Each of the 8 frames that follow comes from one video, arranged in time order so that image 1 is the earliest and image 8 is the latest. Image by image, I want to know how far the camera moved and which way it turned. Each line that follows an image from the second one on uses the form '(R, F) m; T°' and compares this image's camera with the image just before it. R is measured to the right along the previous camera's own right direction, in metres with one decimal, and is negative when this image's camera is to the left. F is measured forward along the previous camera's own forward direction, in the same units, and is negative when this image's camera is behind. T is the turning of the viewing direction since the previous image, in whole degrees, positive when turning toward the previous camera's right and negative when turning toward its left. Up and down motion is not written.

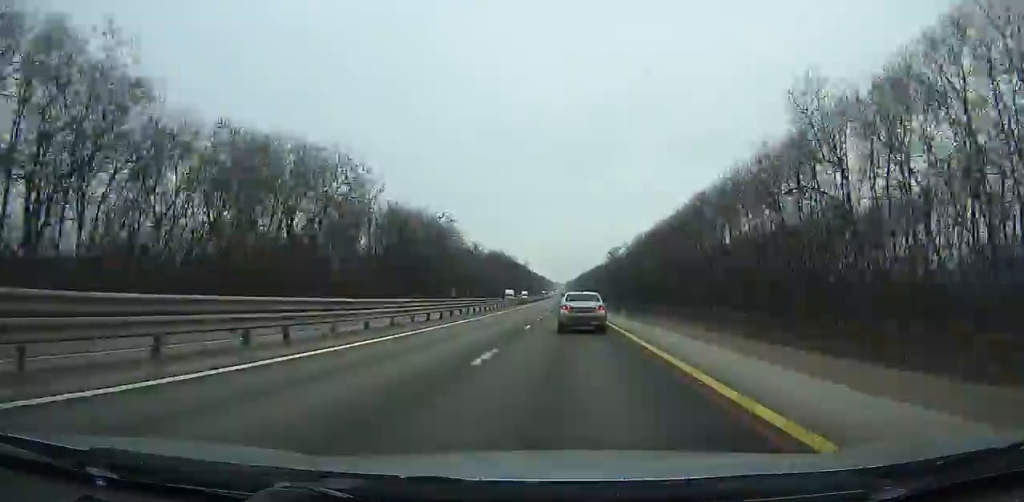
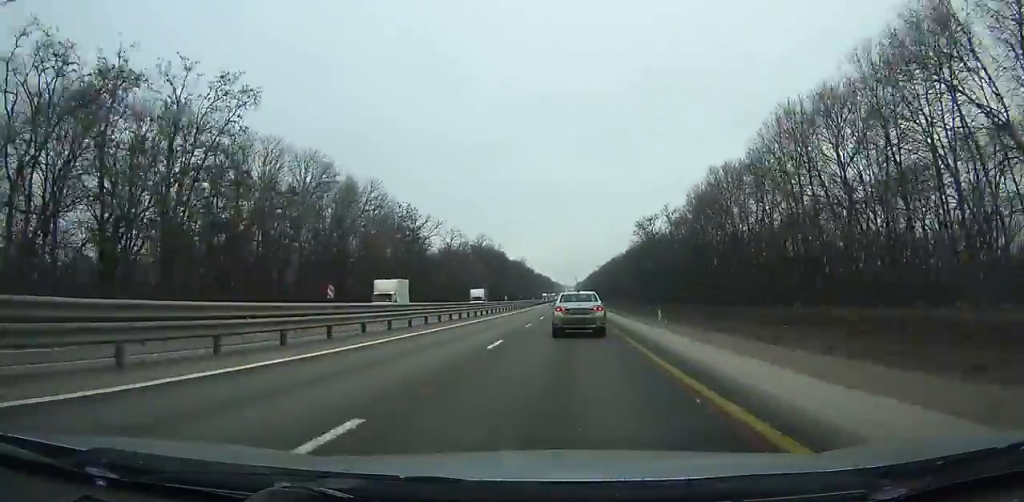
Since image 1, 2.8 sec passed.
(-0.4, +68.2) m; 0°
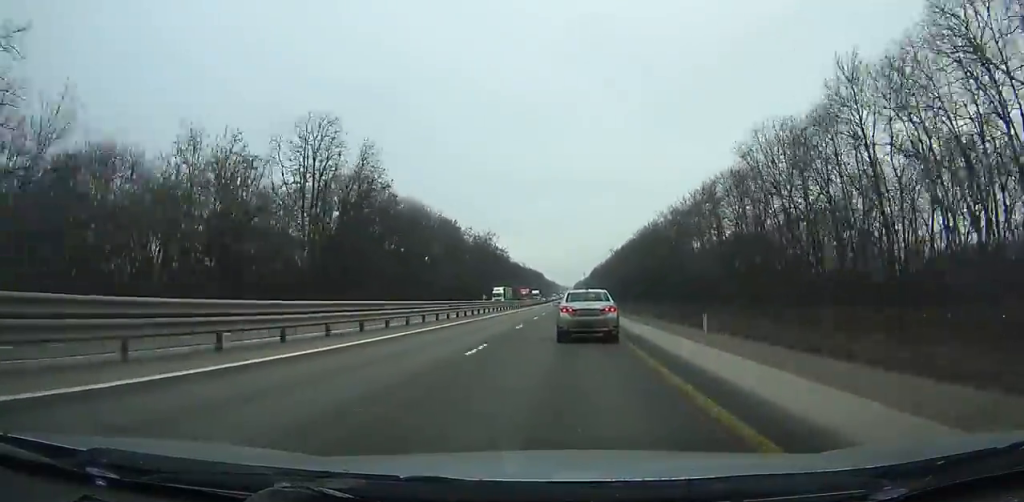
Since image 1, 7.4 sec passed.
(0.0, +110.9) m; 0°
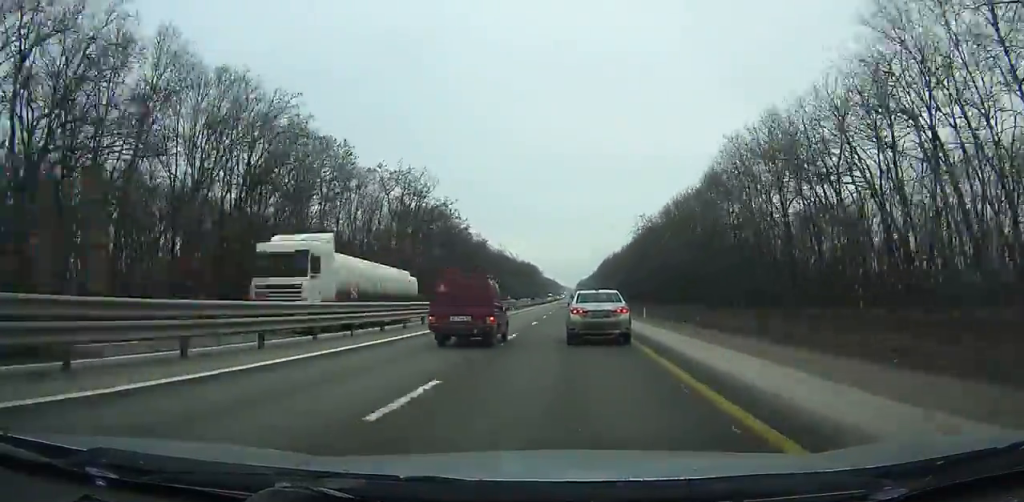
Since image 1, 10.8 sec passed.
(-0.1, +80.7) m; 0°
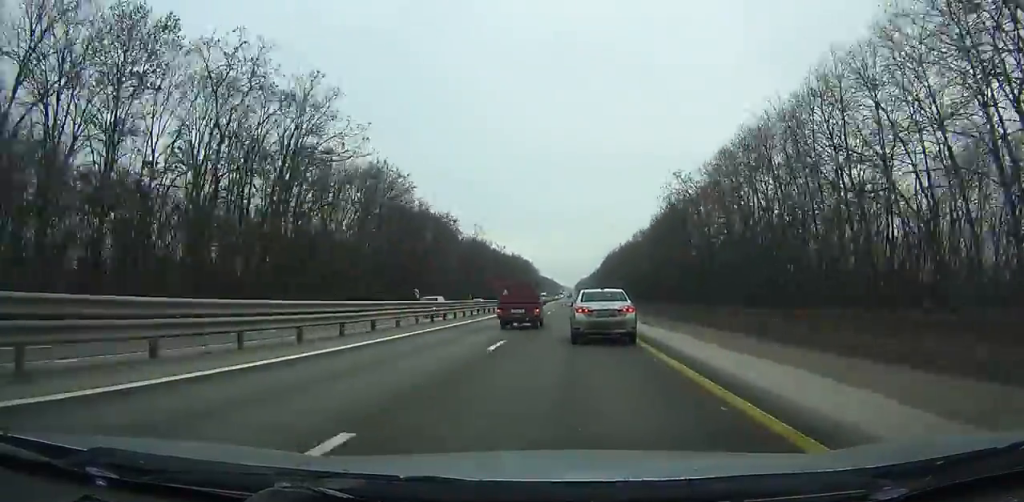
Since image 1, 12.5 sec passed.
(+0.1, +40.0) m; 0°
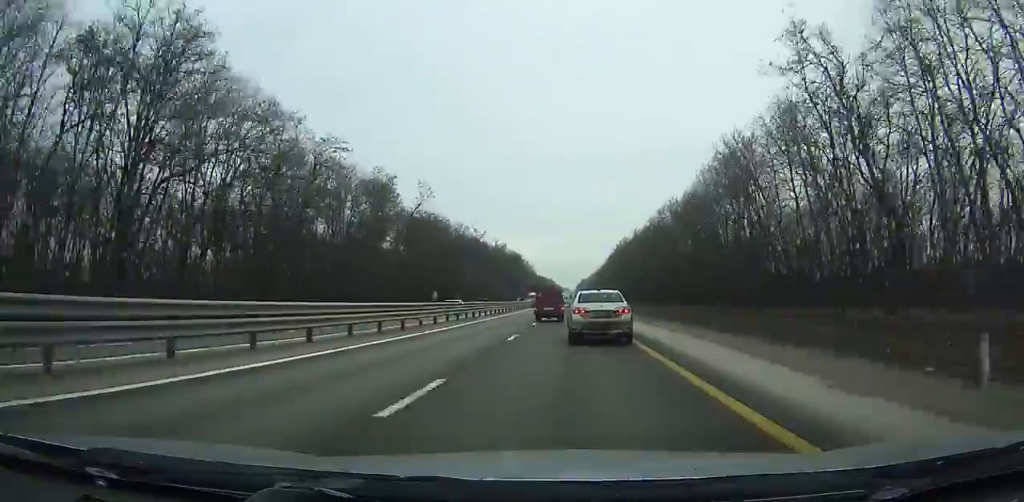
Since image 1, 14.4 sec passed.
(+0.1, +44.6) m; 0°
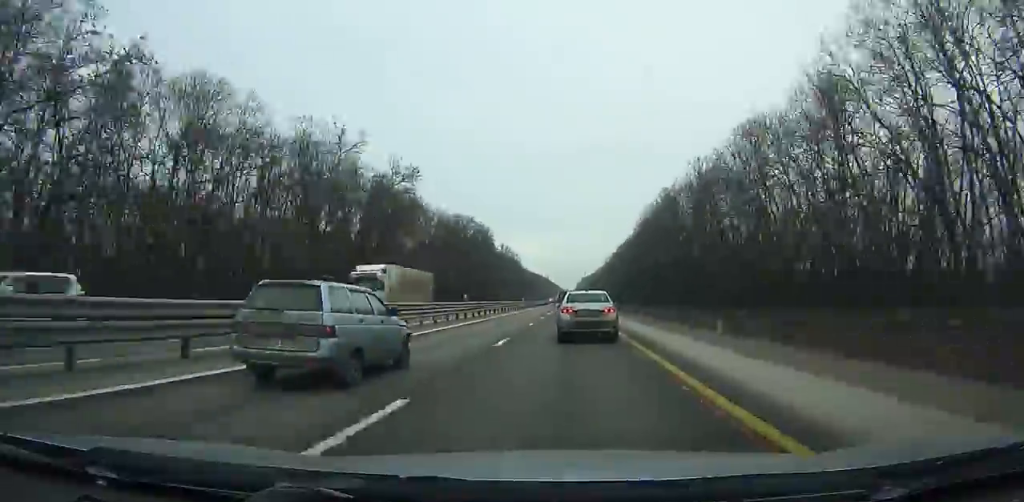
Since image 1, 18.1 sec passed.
(0.0, +86.6) m; 0°
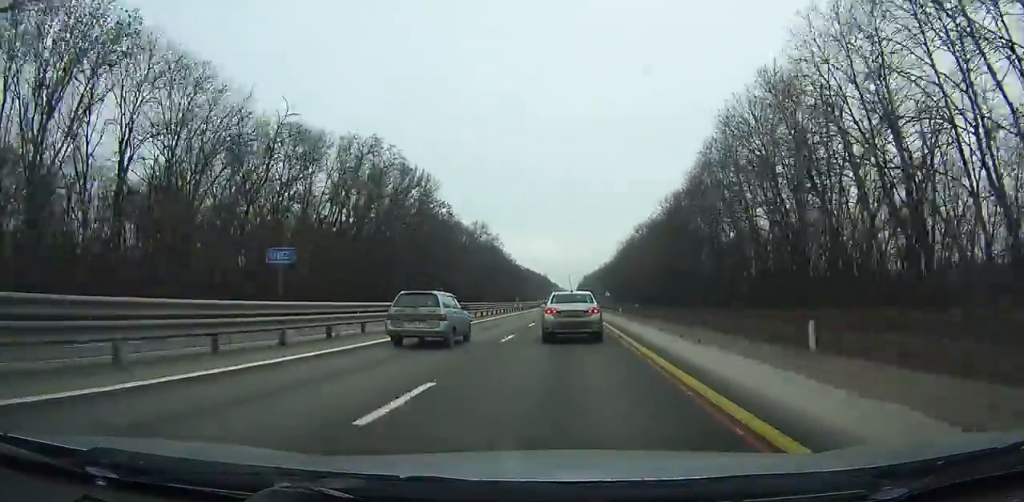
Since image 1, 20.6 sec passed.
(0.0, +58.3) m; 0°
